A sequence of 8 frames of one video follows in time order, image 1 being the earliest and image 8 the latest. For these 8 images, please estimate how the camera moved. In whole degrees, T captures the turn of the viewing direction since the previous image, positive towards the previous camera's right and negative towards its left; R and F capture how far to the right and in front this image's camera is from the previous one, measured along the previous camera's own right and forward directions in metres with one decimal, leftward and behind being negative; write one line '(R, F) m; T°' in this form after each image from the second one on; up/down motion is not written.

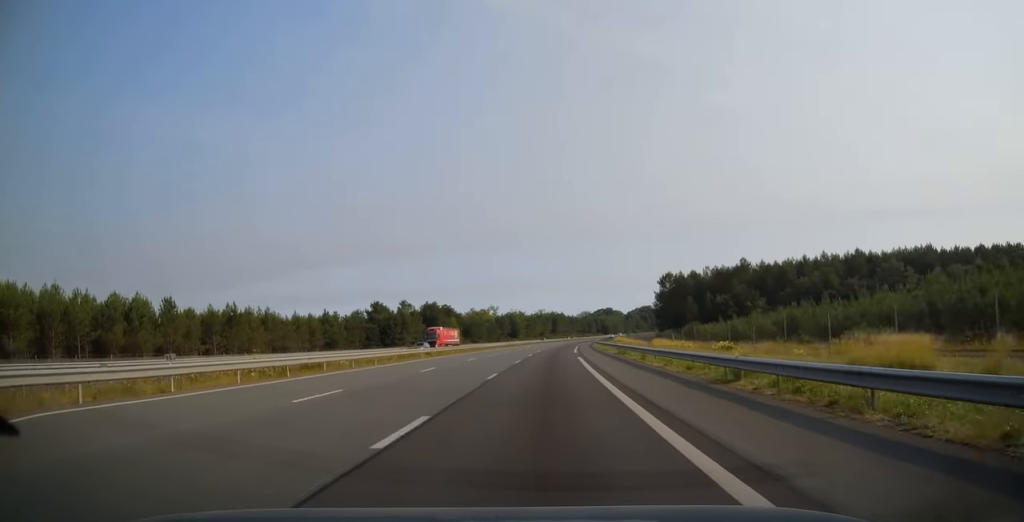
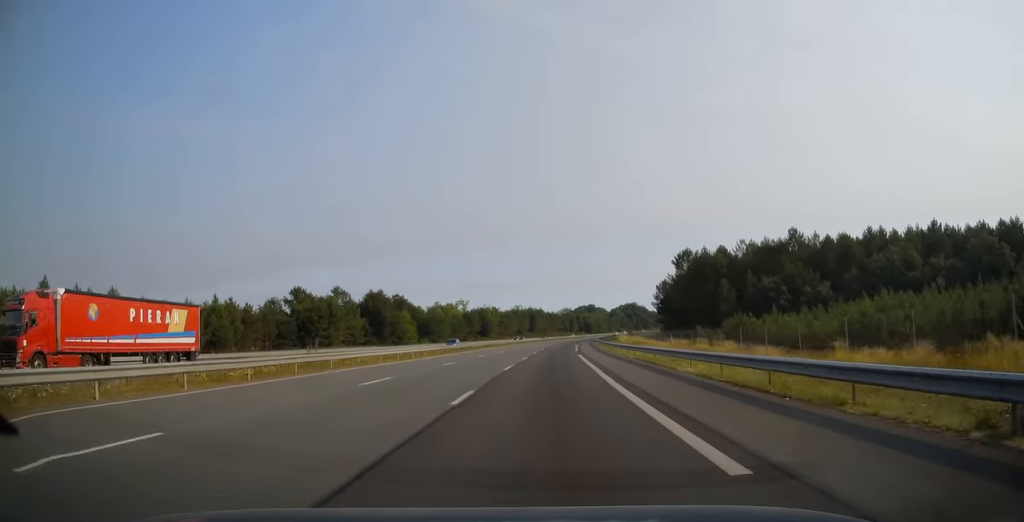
(+0.8, +47.2) m; +2°
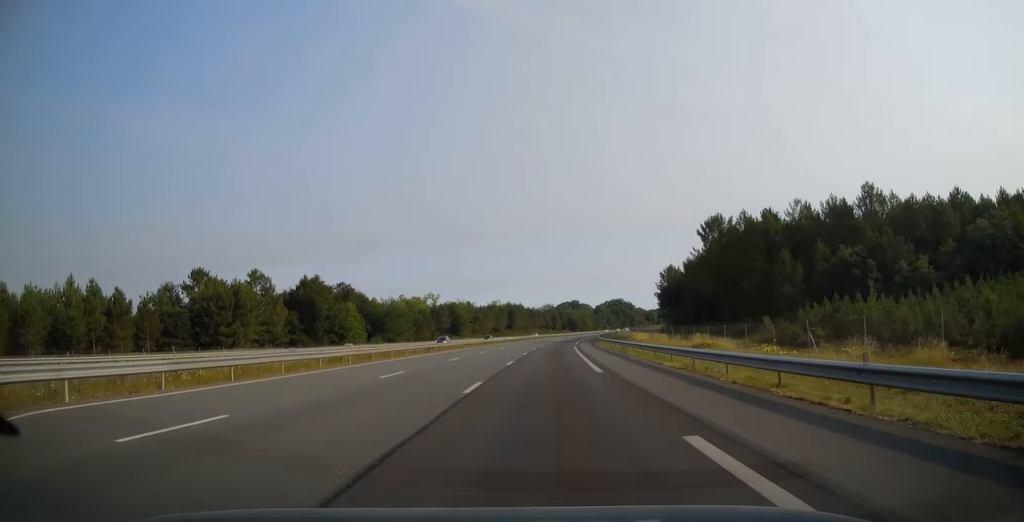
(+0.6, +36.9) m; +2°
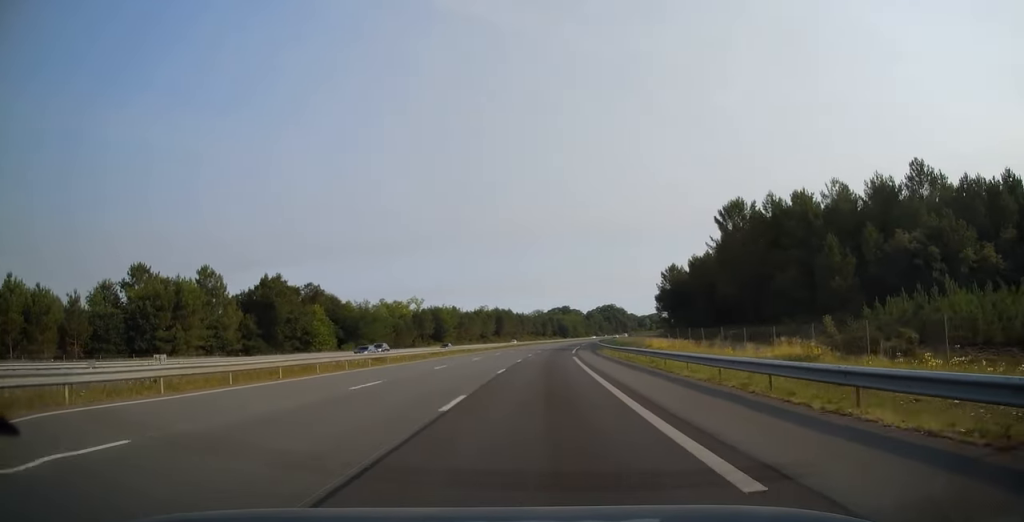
(+0.1, +15.7) m; +1°
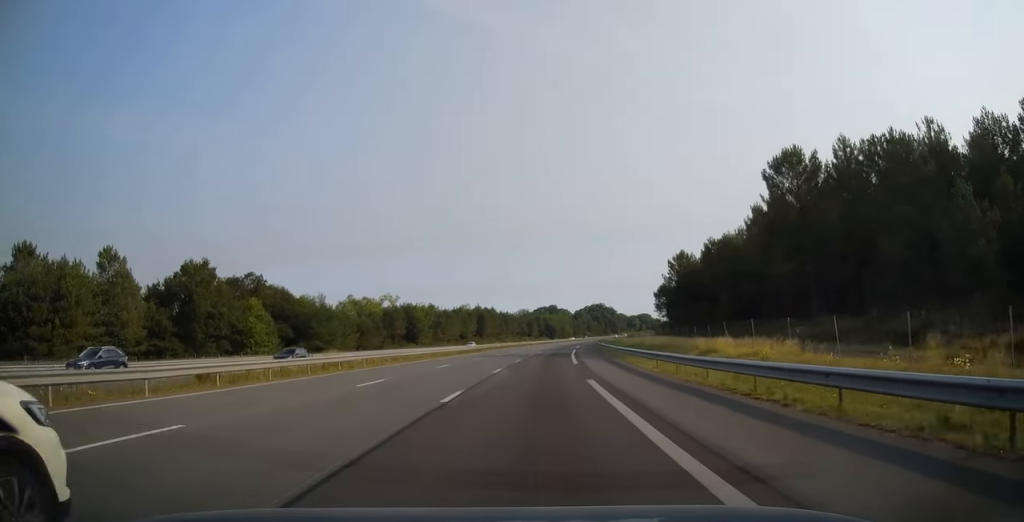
(+0.3, +24.1) m; +1°
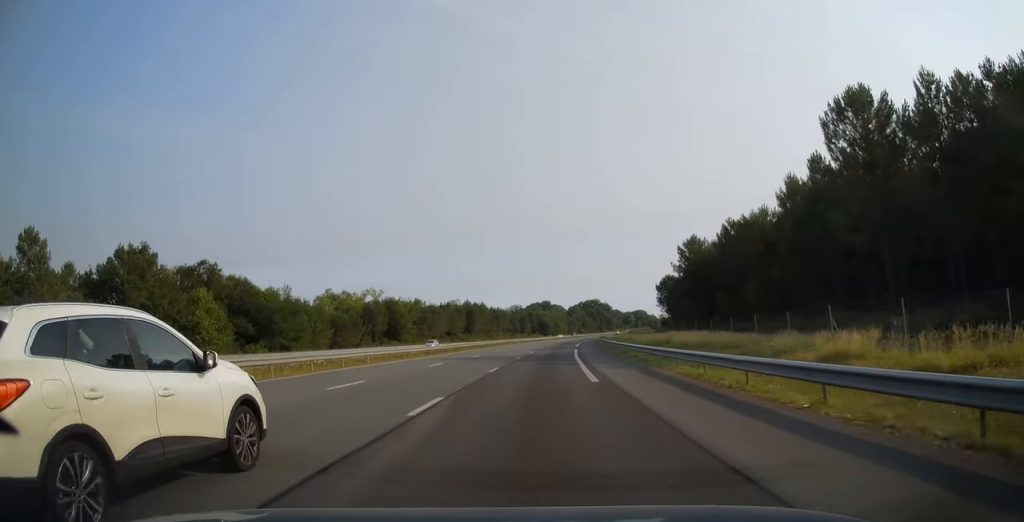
(+0.1, +15.7) m; +1°
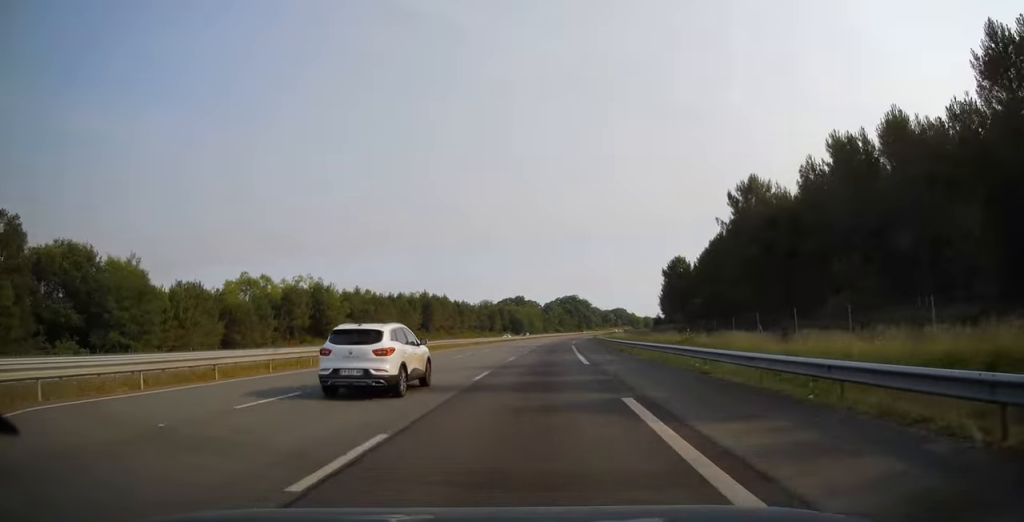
(+0.9, +44.3) m; +2°
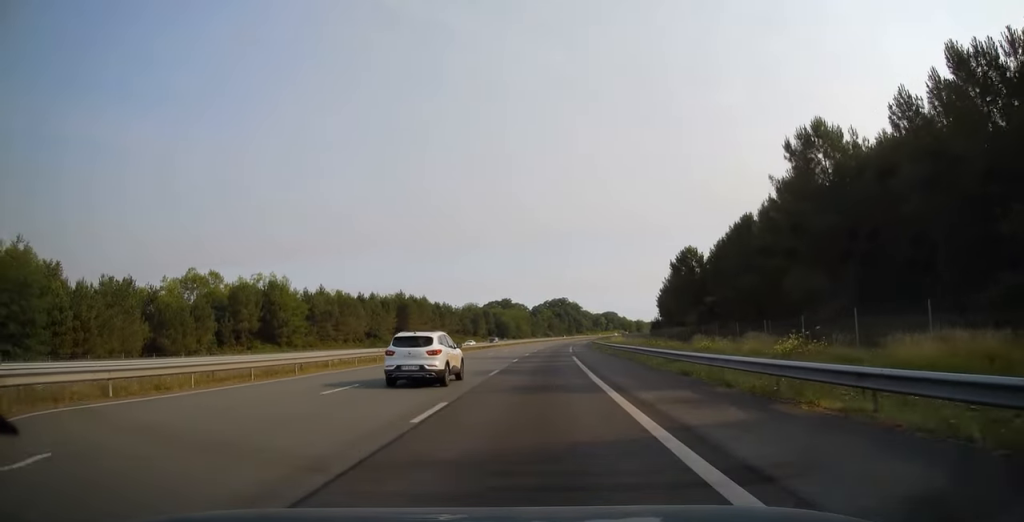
(+0.2, +21.2) m; +1°
